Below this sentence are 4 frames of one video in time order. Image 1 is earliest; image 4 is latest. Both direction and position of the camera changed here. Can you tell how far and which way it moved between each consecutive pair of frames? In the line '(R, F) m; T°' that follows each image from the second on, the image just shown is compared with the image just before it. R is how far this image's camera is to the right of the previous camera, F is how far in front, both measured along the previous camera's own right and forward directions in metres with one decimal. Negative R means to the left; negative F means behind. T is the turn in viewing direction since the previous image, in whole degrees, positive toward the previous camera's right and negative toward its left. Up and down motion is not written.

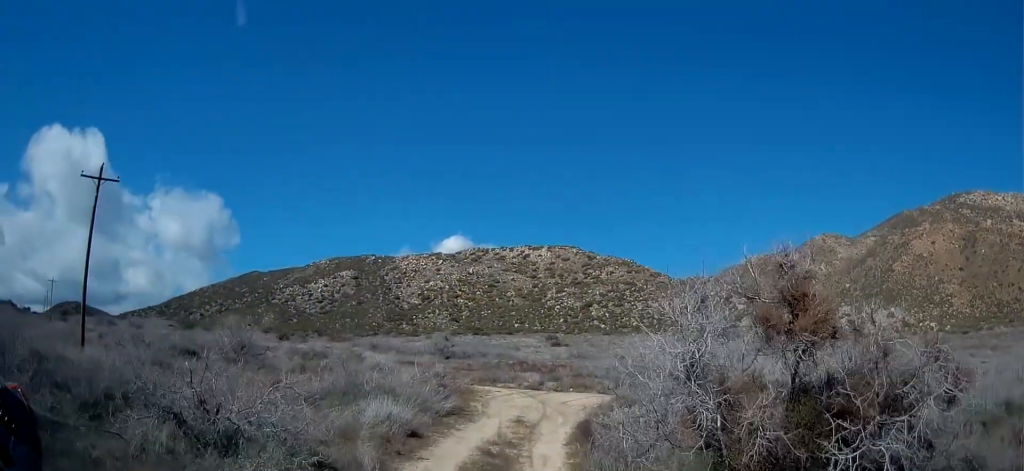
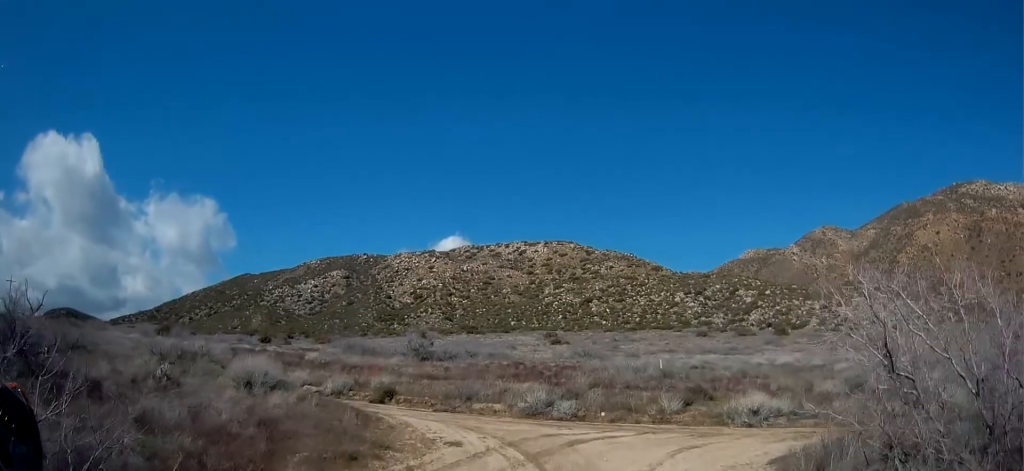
(-1.4, +13.4) m; -3°
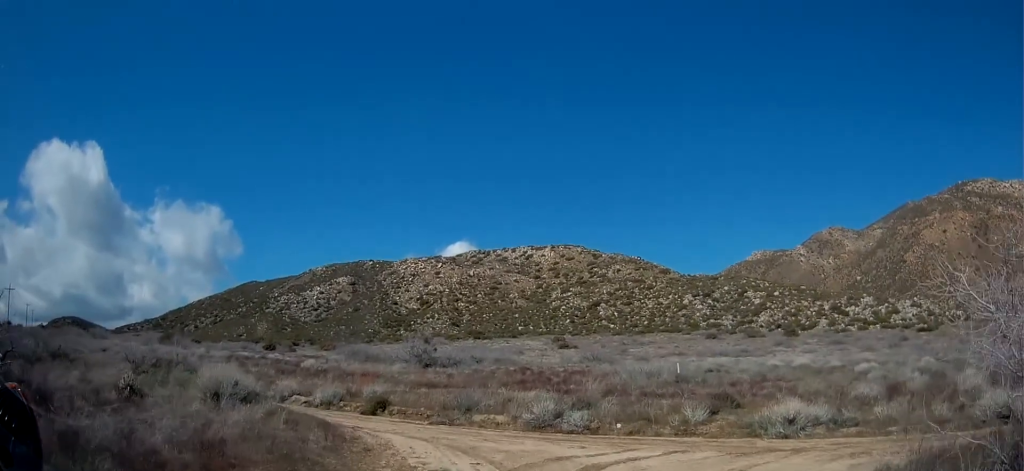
(+0.4, +1.9) m; +1°
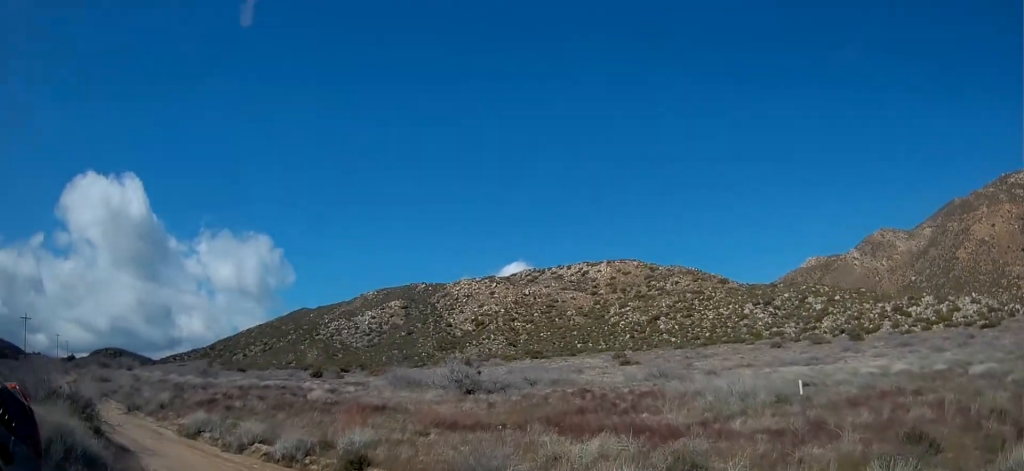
(-0.9, +7.5) m; -14°
